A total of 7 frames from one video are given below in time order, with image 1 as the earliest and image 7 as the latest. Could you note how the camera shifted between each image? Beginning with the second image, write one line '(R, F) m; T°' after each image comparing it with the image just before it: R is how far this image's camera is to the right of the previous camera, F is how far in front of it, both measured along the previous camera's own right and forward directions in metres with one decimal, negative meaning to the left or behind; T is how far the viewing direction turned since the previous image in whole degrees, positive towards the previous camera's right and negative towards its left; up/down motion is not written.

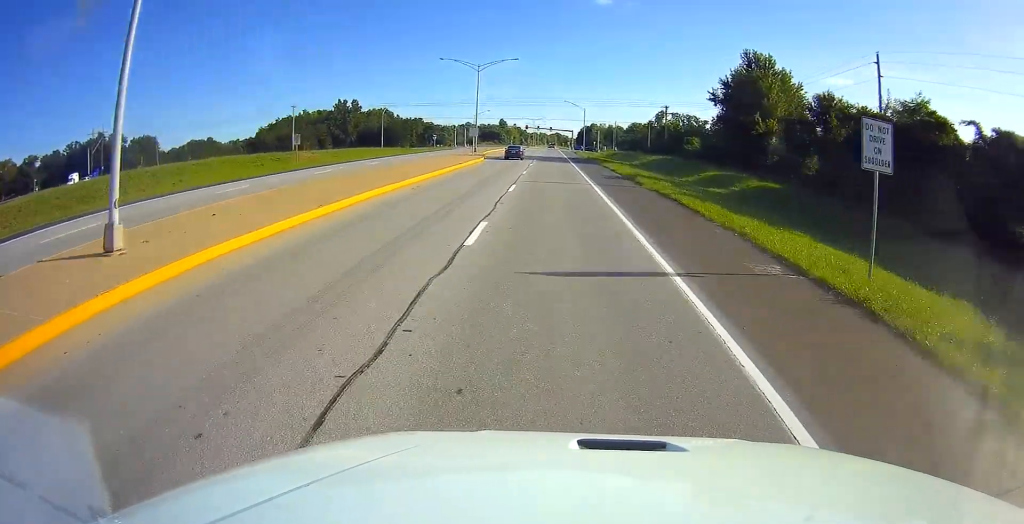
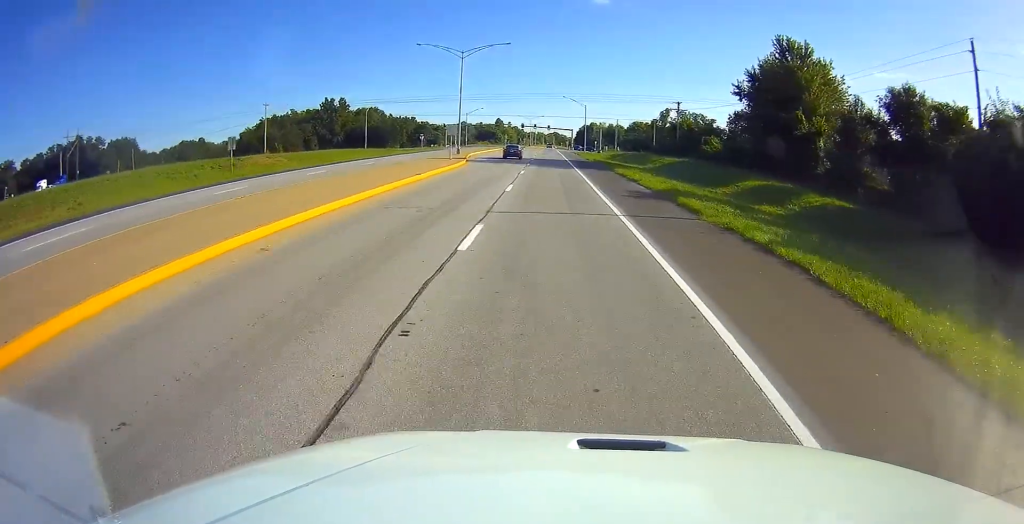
(-0.1, +12.9) m; +1°
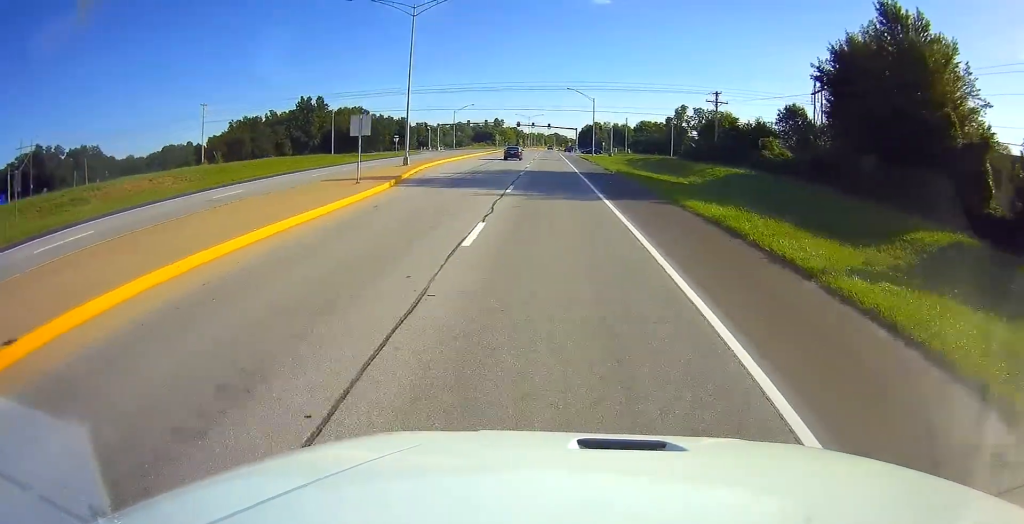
(+0.5, +24.3) m; 0°
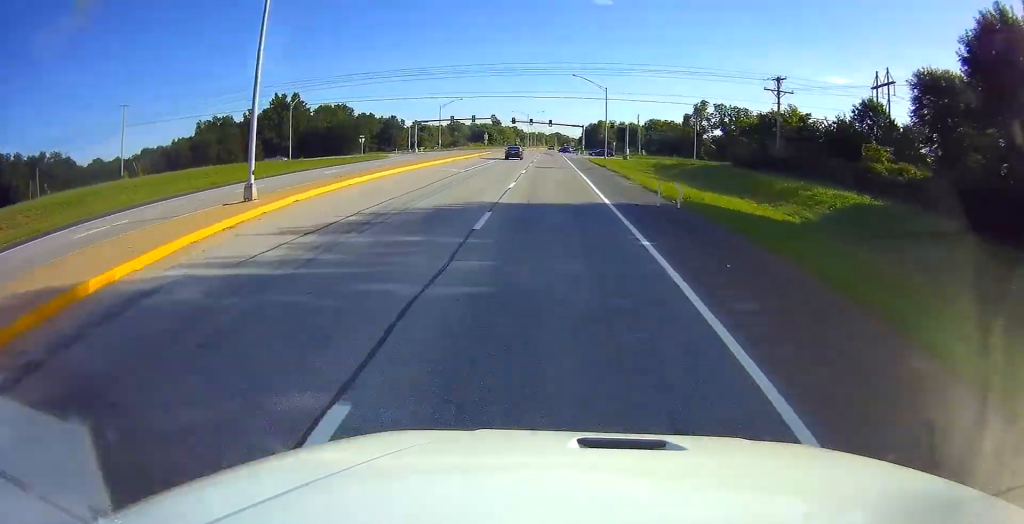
(-0.4, +22.5) m; -1°
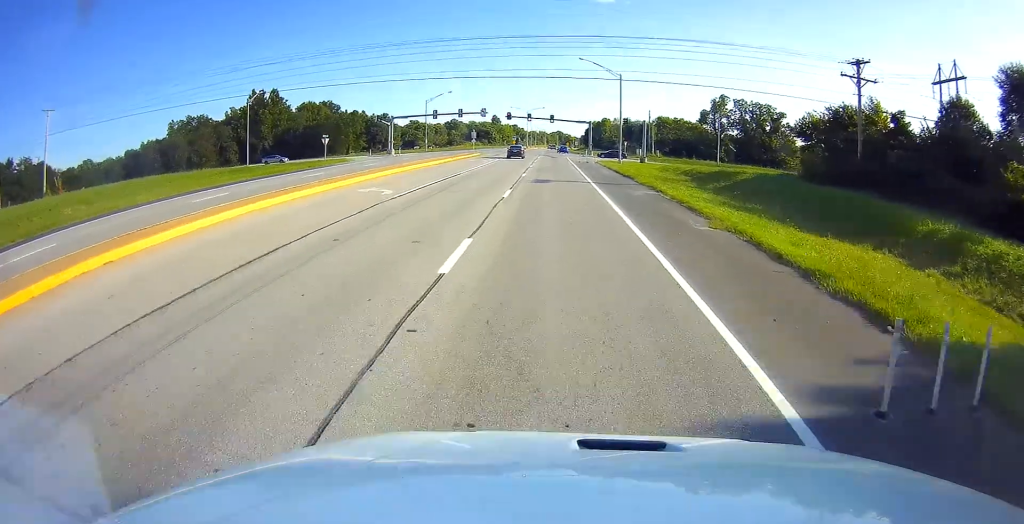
(-0.1, +16.8) m; +1°
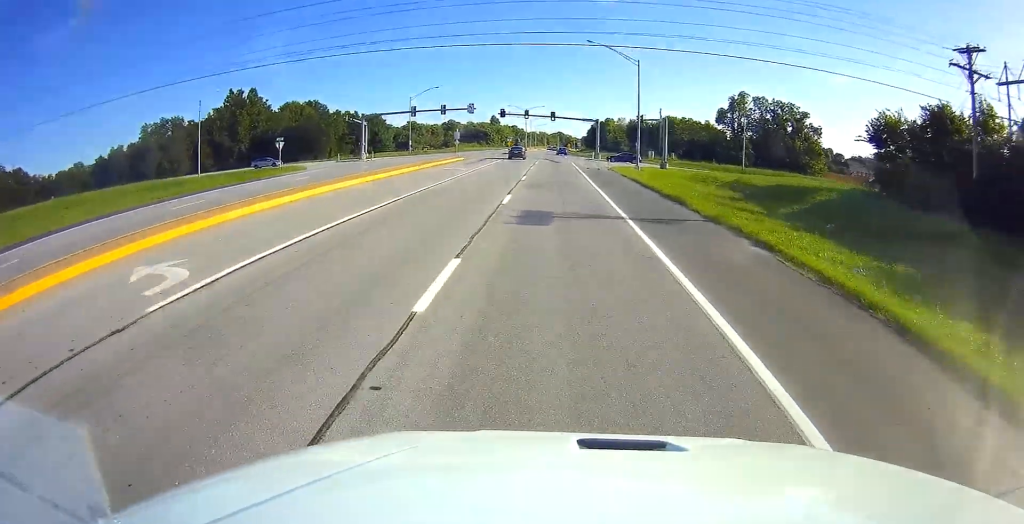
(0.0, +14.3) m; +1°
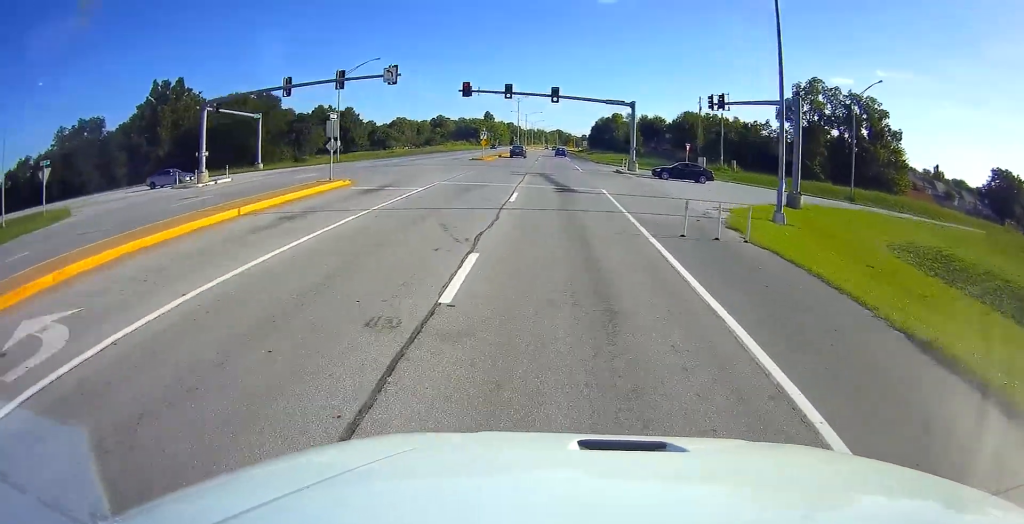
(+0.3, +36.5) m; -1°
